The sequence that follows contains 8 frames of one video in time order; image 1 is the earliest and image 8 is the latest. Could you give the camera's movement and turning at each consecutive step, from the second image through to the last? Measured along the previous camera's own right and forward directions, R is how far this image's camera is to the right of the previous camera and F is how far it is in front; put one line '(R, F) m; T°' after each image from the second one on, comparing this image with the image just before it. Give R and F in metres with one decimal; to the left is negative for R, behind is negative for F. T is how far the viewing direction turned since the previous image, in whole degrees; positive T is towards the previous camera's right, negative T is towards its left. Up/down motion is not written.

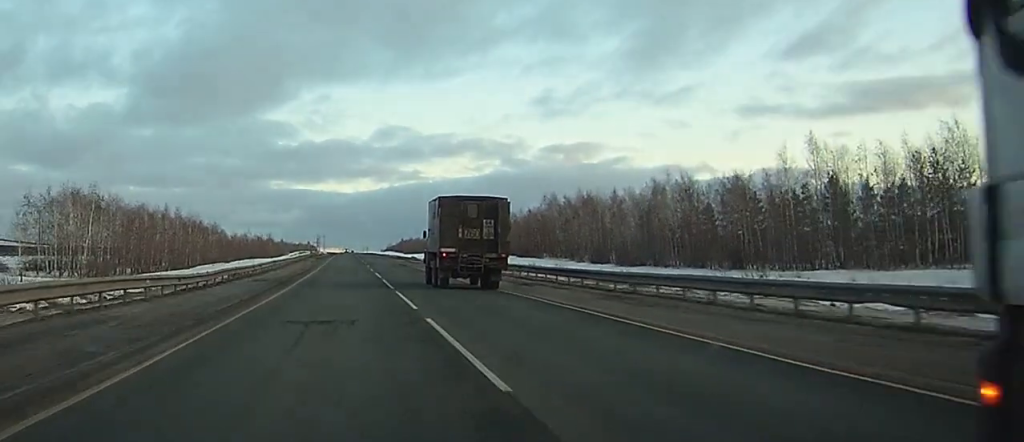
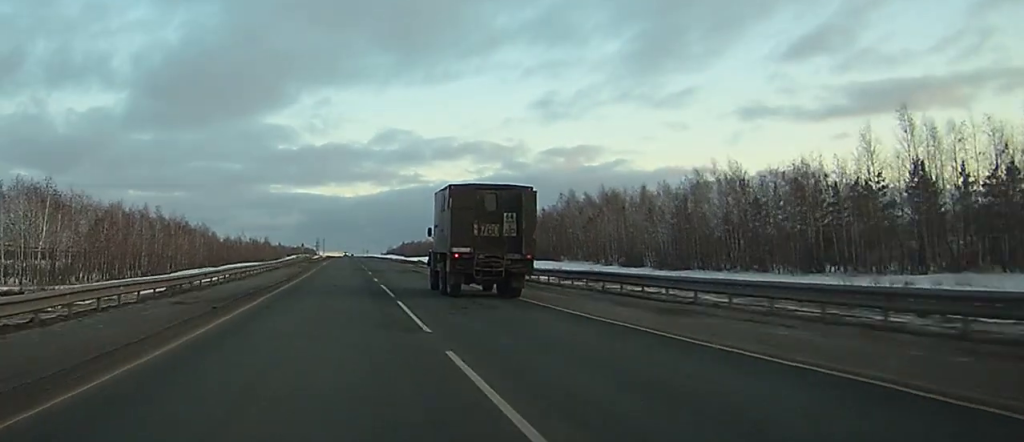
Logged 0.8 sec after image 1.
(0.0, +16.8) m; 0°
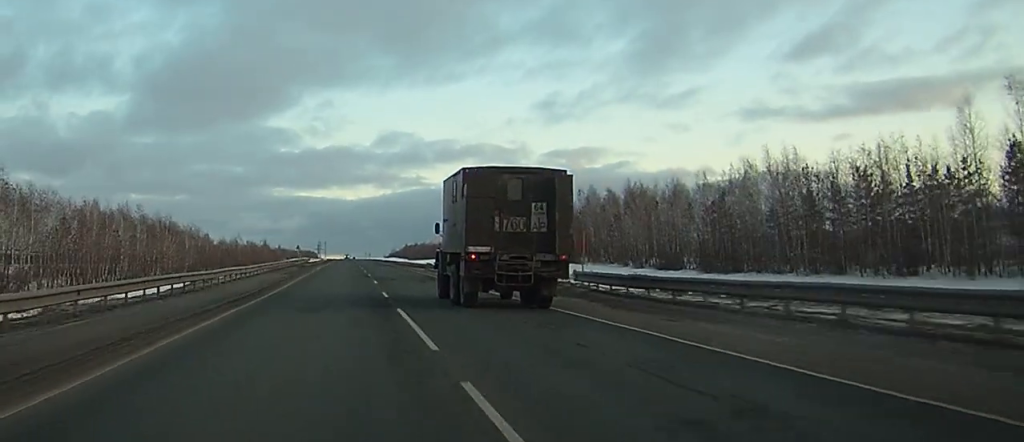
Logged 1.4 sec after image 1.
(-0.1, +14.5) m; -1°
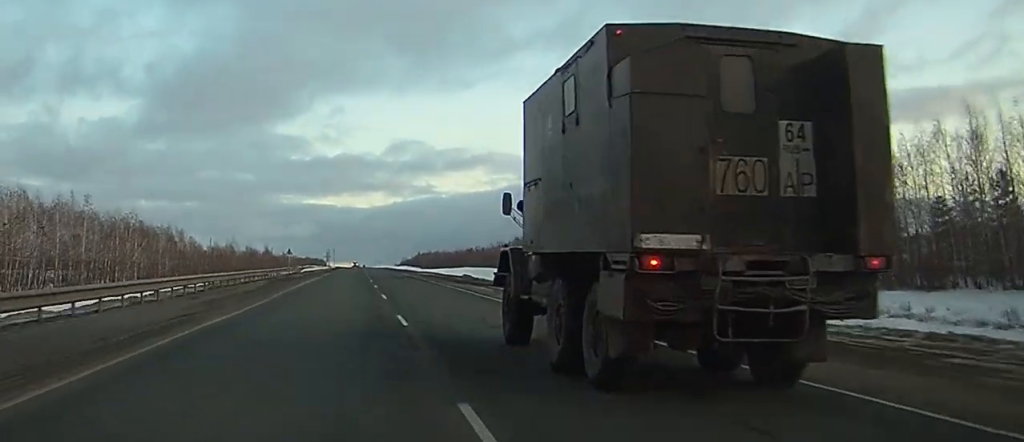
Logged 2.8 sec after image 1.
(-0.3, +33.5) m; 0°
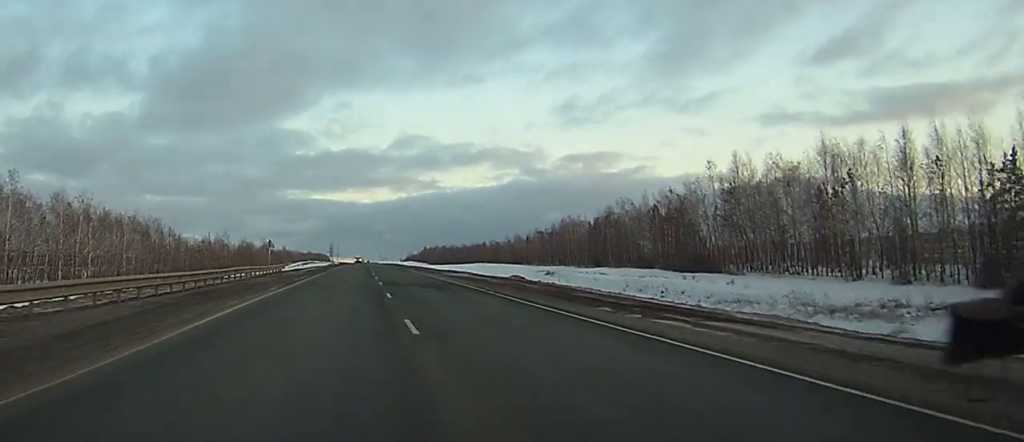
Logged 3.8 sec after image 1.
(+0.1, +26.1) m; 0°
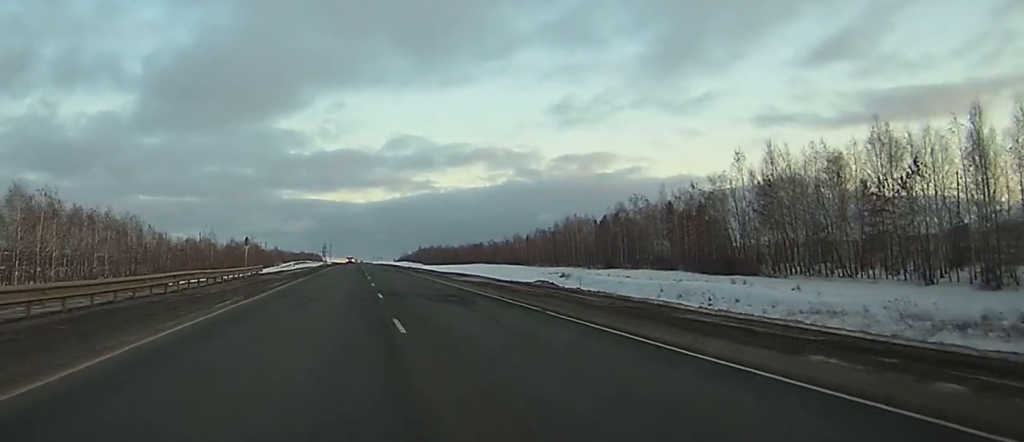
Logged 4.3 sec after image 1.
(0.0, +11.3) m; 0°
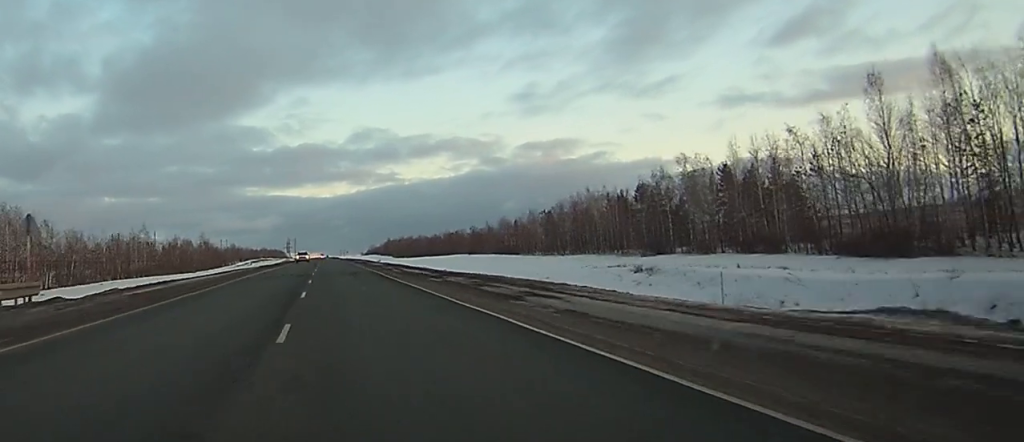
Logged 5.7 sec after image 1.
(0.0, +37.8) m; 0°
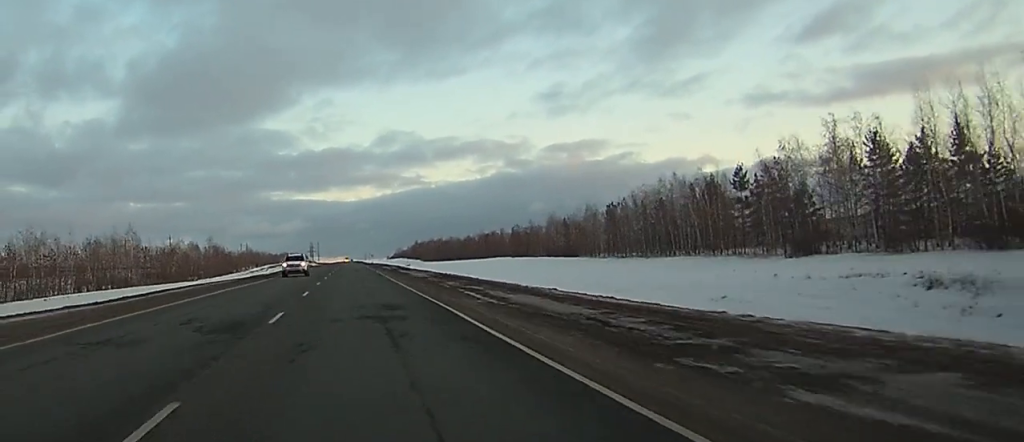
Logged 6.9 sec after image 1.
(+0.1, +31.4) m; 0°
